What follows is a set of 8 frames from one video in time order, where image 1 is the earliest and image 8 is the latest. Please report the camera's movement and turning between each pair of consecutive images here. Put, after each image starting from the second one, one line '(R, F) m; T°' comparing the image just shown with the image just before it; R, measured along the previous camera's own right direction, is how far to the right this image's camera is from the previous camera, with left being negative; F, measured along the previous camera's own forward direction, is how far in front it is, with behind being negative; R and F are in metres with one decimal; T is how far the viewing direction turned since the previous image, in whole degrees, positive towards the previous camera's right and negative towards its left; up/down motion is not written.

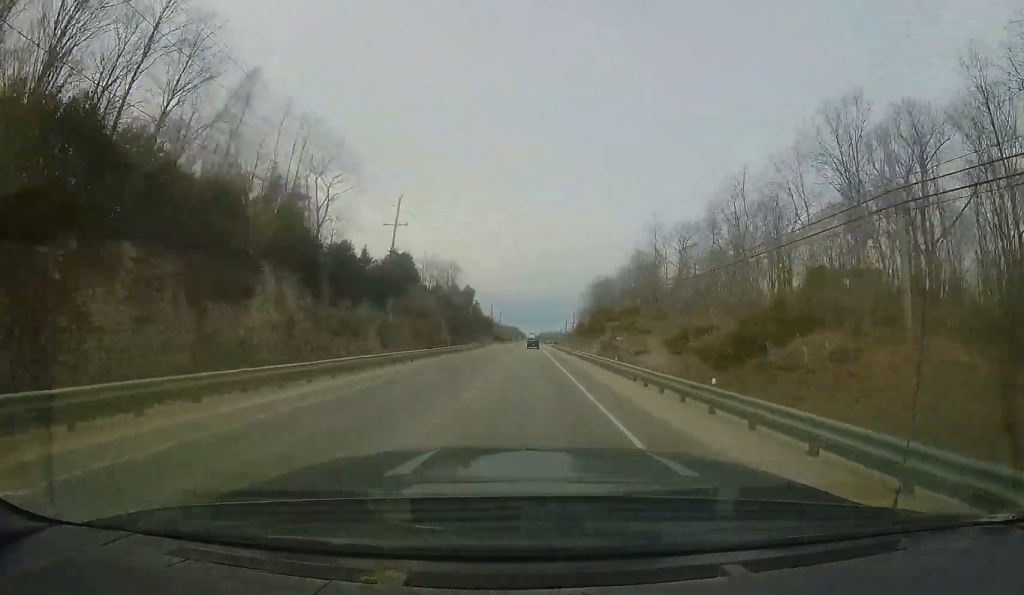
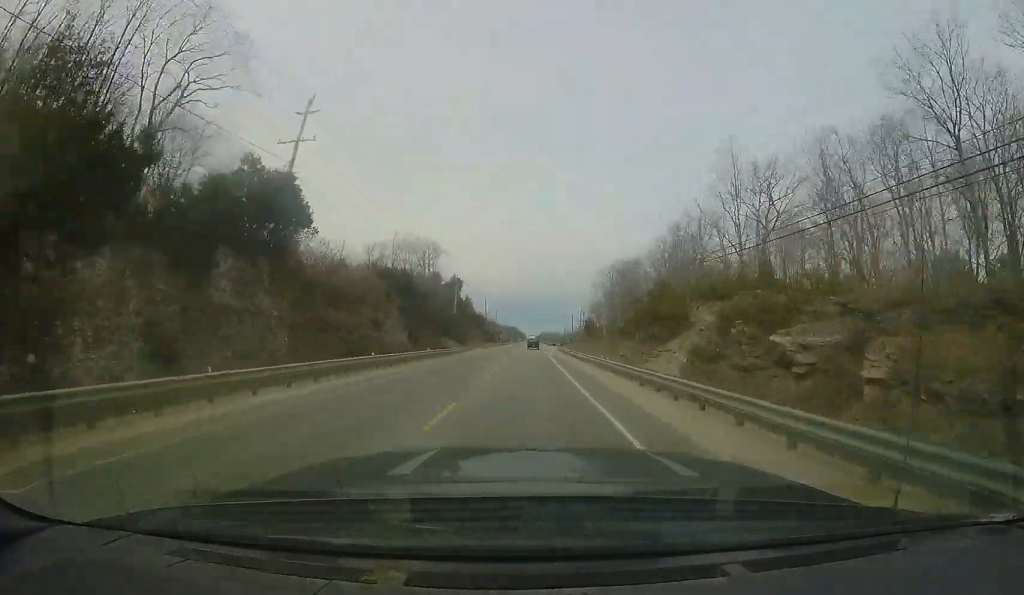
(-0.2, +20.4) m; 0°
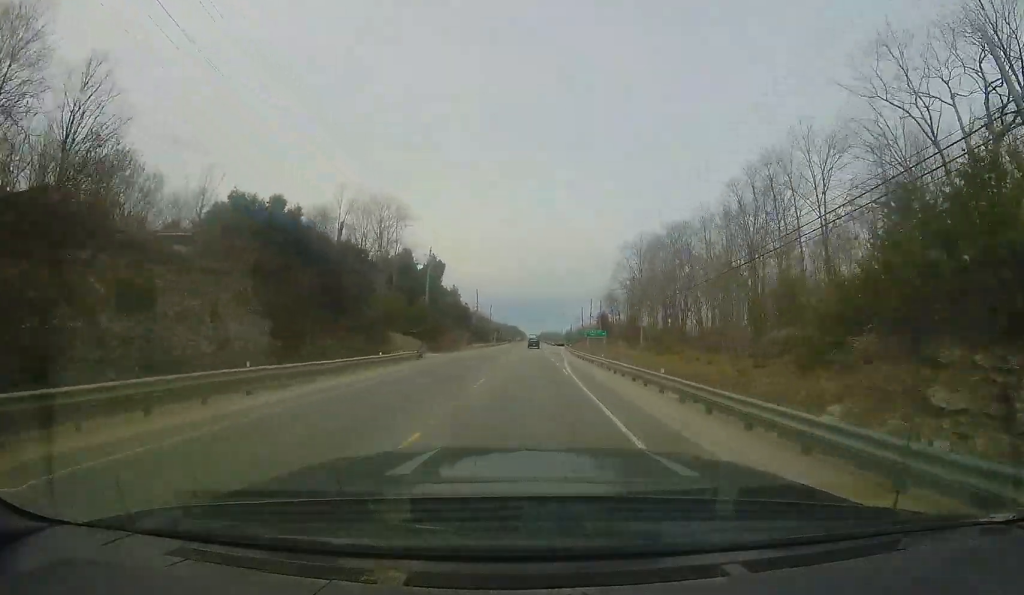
(0.0, +21.2) m; 0°
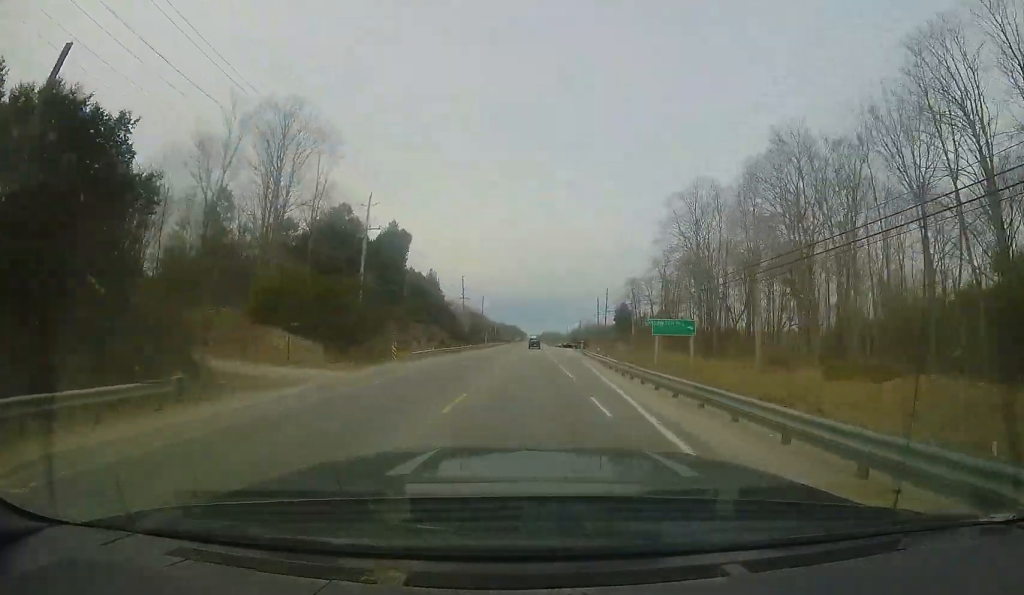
(+0.1, +21.9) m; 0°
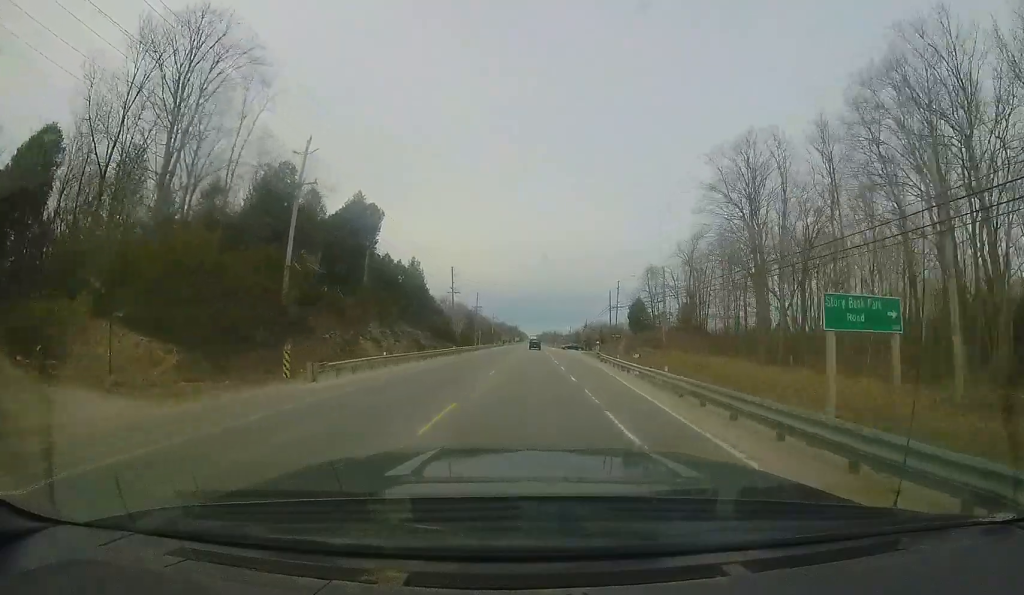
(-0.4, +11.1) m; +1°
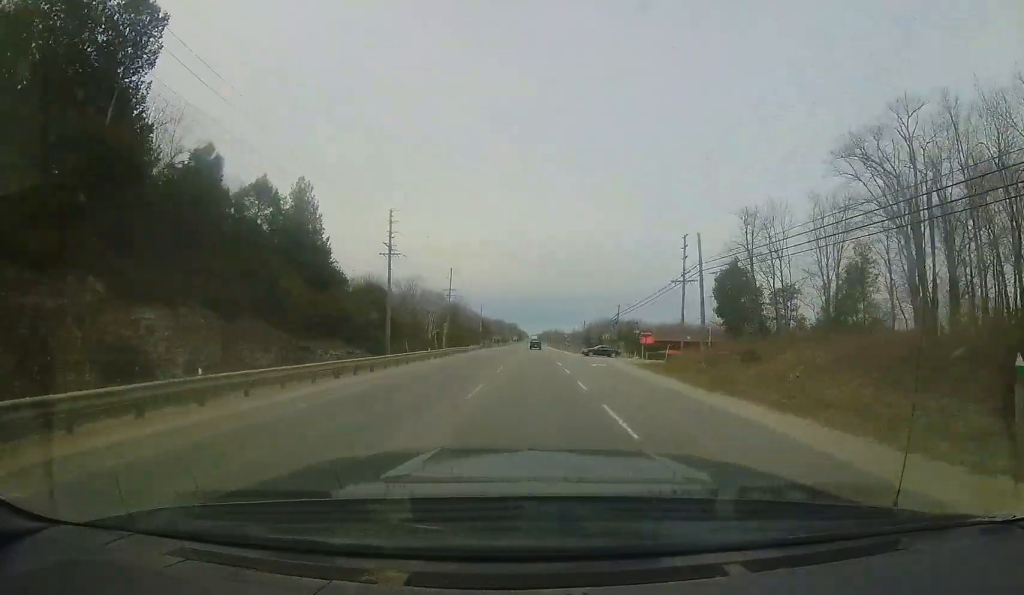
(+1.0, +32.8) m; +1°
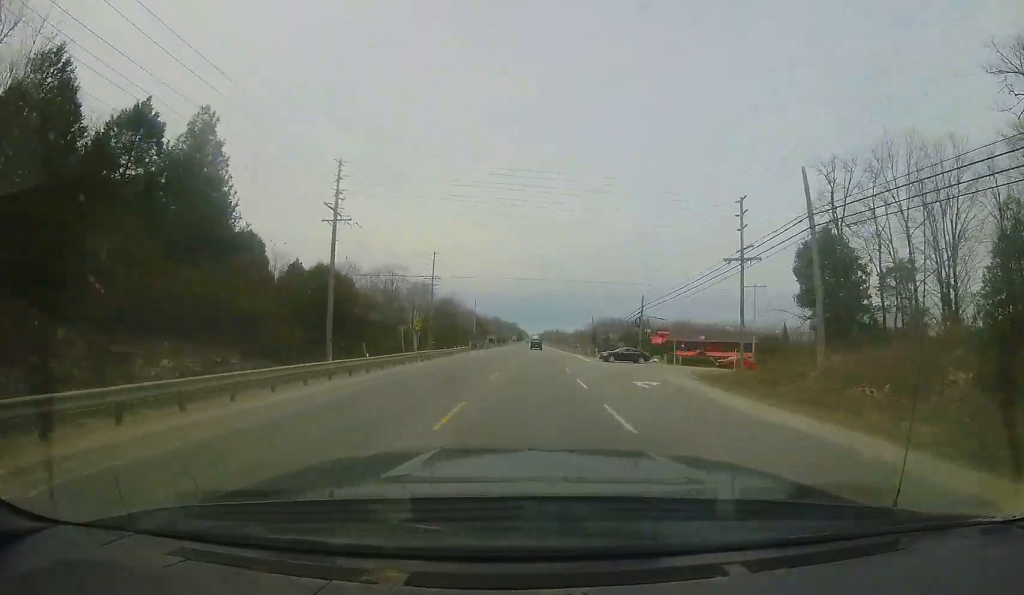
(-0.3, +12.1) m; 0°
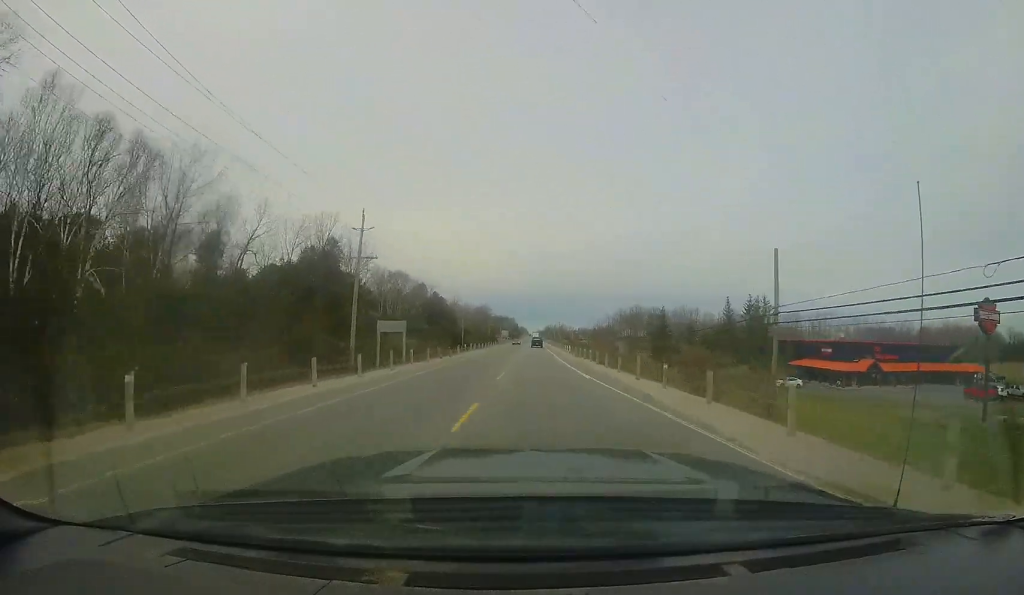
(-1.6, +64.3) m; -3°
